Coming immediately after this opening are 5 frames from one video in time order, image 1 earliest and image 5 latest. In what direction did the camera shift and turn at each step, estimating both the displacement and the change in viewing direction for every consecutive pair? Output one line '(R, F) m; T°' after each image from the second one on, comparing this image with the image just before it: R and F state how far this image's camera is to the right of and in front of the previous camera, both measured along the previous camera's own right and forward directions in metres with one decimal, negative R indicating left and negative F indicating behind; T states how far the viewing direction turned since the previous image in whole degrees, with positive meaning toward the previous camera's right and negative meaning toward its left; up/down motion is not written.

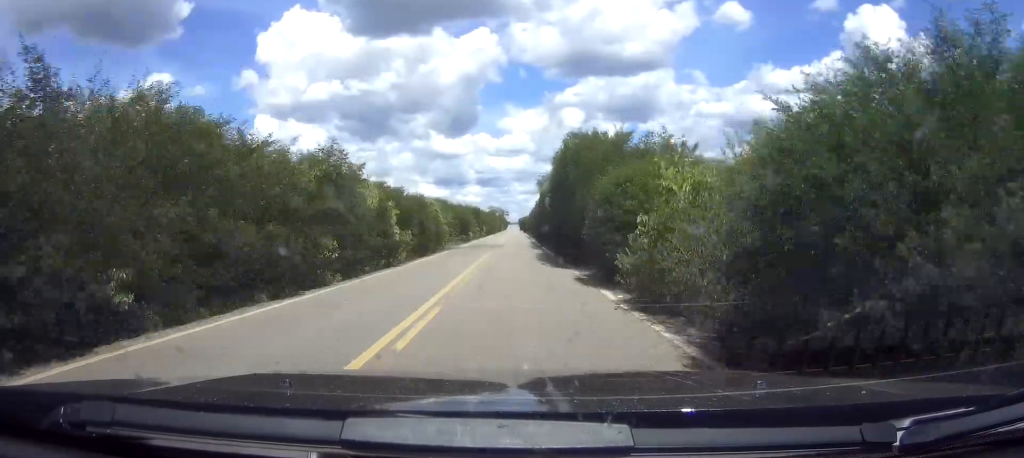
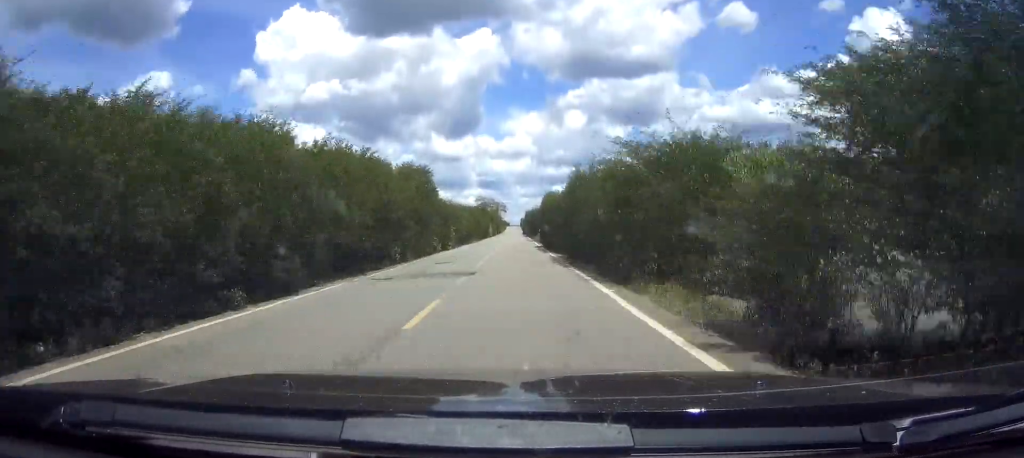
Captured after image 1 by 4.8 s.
(+0.6, +131.5) m; 0°
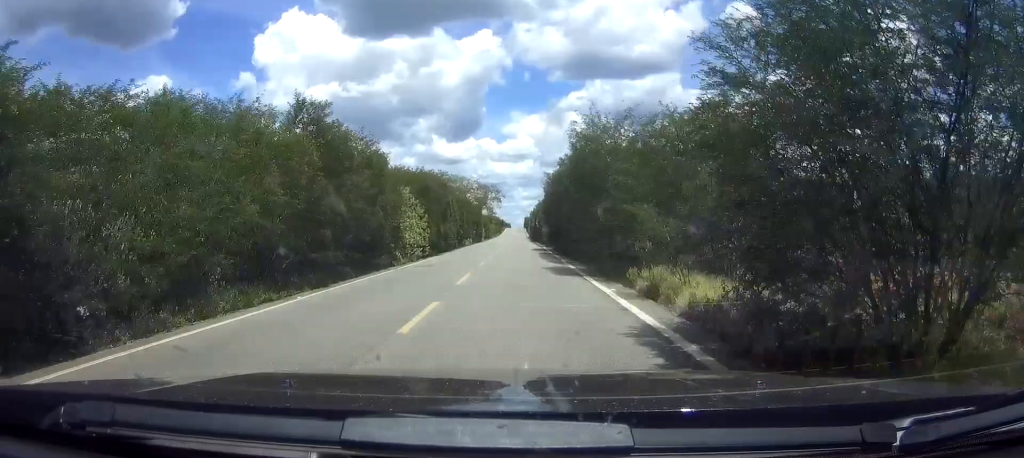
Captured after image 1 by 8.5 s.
(-0.2, +96.3) m; 0°
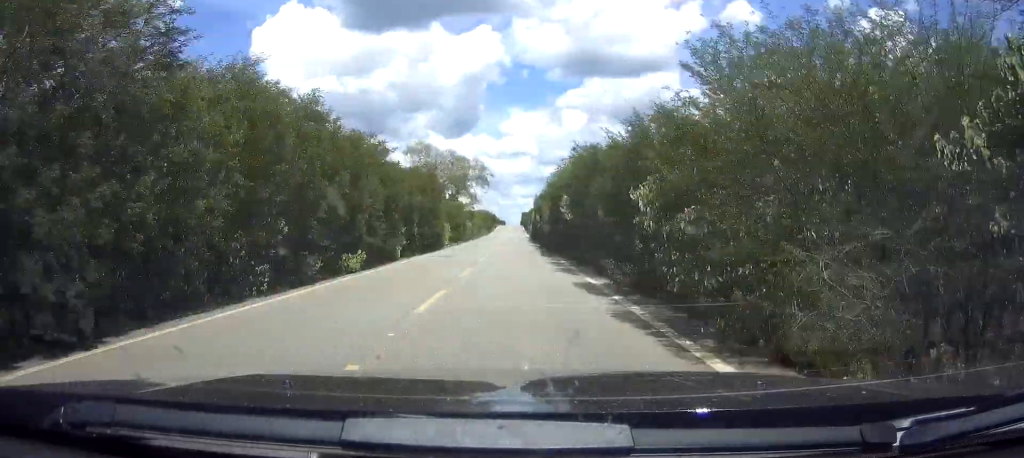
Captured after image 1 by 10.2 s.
(-0.1, +49.7) m; 0°
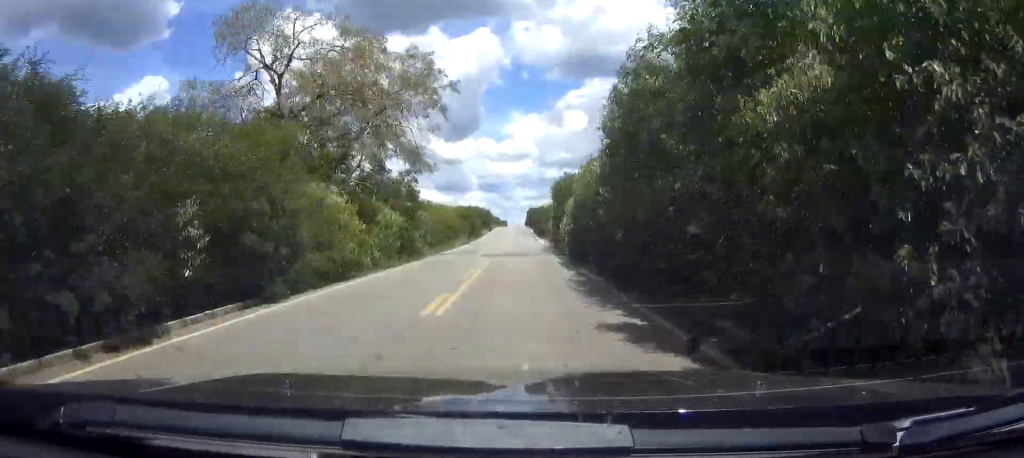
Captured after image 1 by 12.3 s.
(-0.3, +59.7) m; 0°
